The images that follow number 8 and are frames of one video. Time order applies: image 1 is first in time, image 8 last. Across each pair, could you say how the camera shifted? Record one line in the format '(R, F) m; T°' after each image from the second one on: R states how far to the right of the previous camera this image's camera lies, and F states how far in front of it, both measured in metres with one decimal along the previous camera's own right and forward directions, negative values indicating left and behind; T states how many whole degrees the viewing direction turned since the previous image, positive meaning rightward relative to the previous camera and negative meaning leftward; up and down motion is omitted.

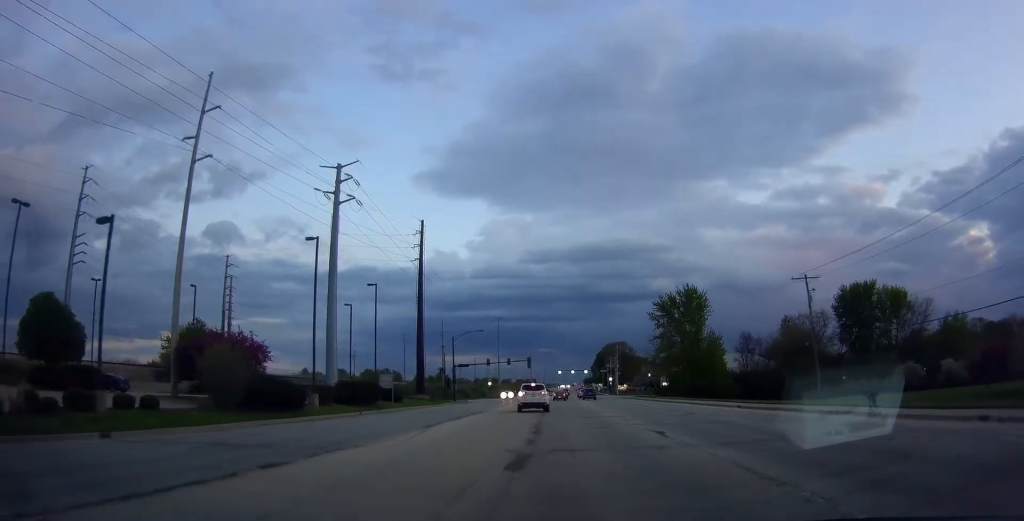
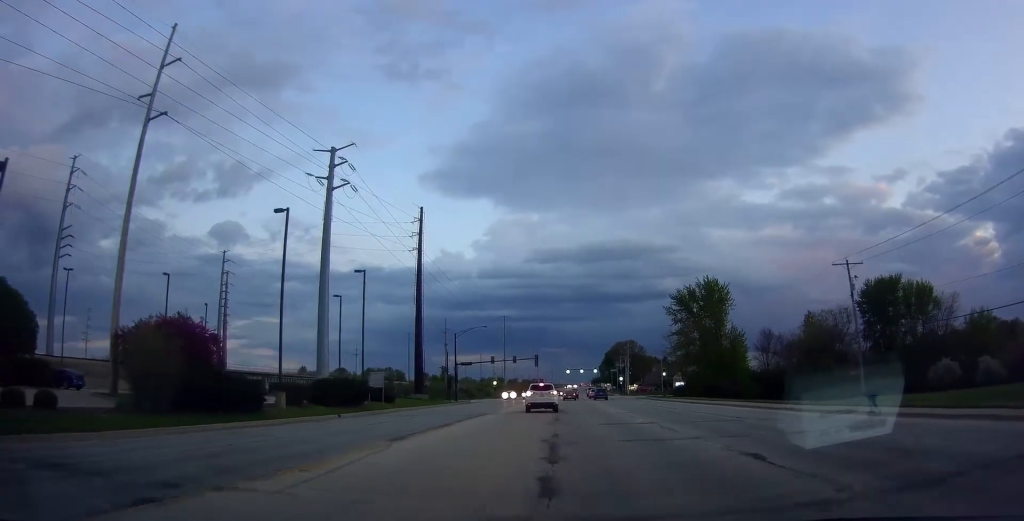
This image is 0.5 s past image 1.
(-0.2, +6.8) m; -2°
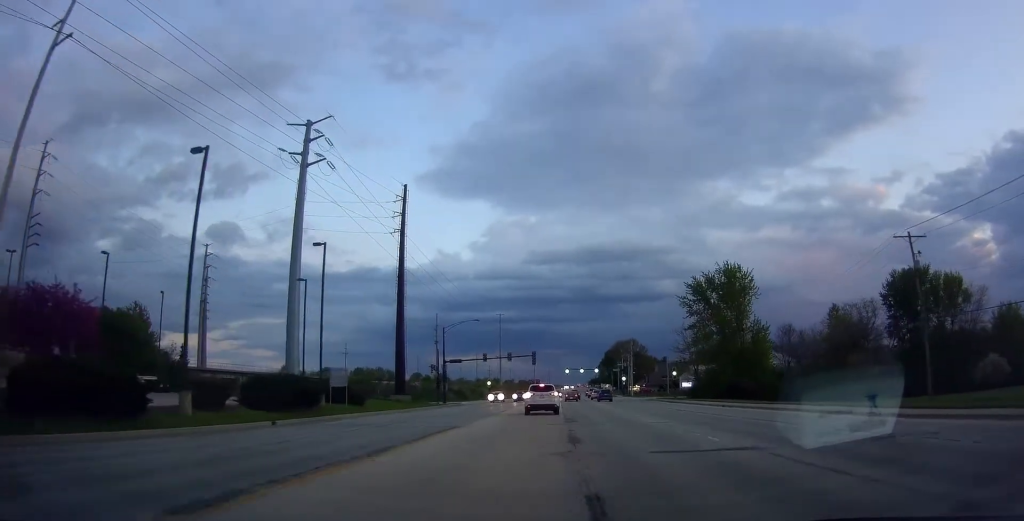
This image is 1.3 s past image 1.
(0.0, +10.2) m; +2°
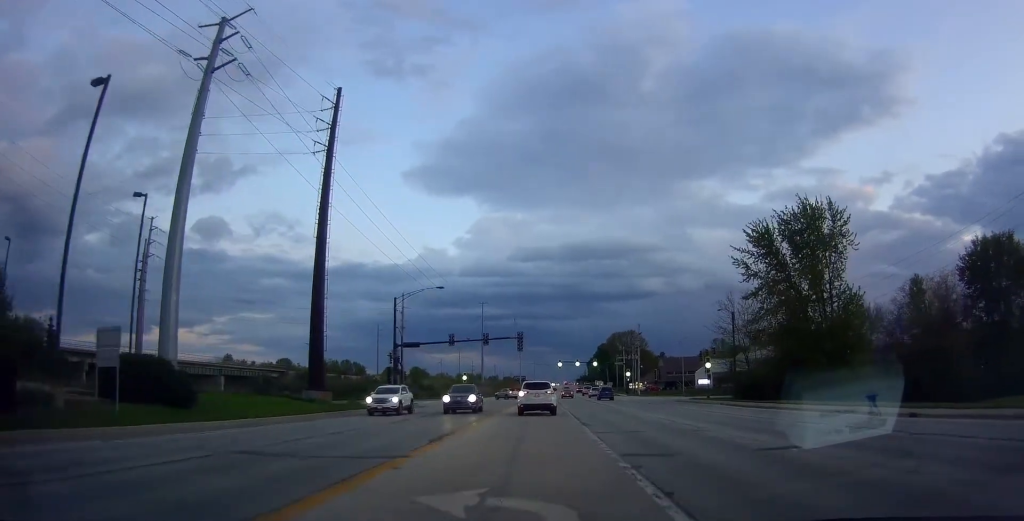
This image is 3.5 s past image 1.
(+0.1, +25.9) m; -2°
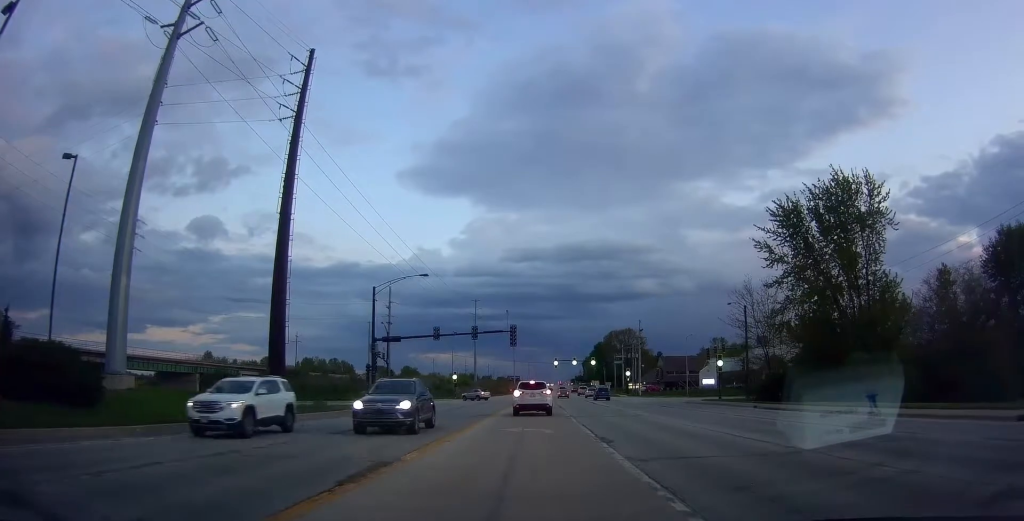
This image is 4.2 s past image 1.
(0.0, +6.9) m; 0°
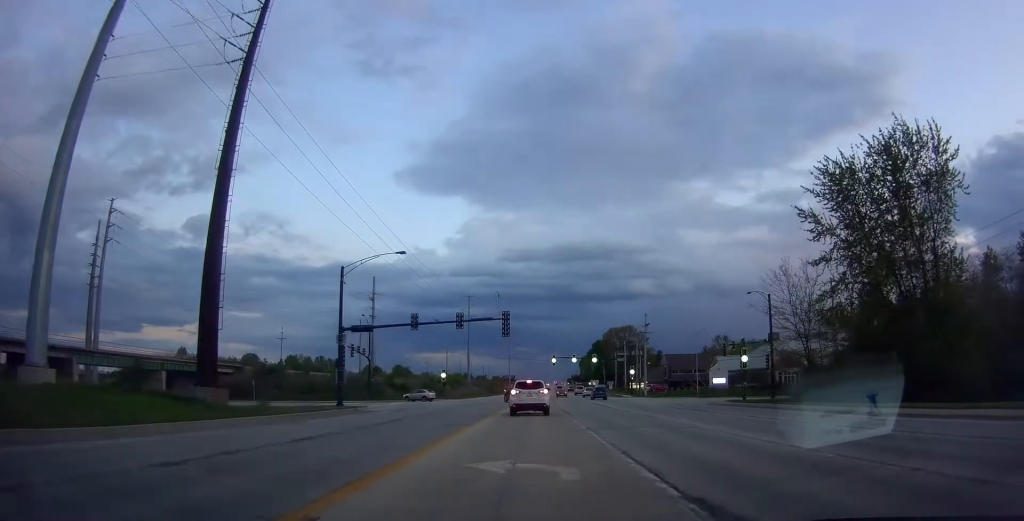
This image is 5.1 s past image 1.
(0.0, +9.0) m; +3°
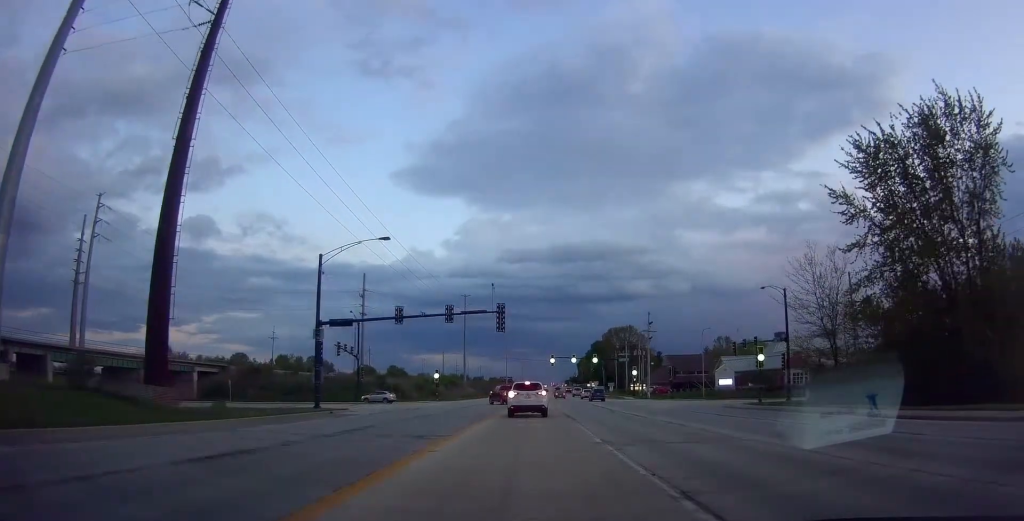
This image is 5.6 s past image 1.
(0.0, +4.9) m; +3°
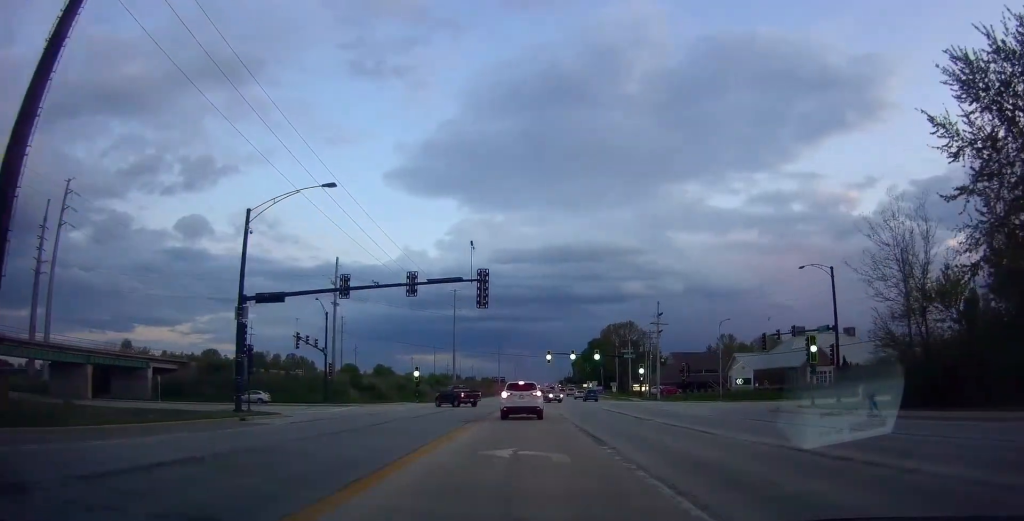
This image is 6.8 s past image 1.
(+0.9, +11.5) m; +2°
